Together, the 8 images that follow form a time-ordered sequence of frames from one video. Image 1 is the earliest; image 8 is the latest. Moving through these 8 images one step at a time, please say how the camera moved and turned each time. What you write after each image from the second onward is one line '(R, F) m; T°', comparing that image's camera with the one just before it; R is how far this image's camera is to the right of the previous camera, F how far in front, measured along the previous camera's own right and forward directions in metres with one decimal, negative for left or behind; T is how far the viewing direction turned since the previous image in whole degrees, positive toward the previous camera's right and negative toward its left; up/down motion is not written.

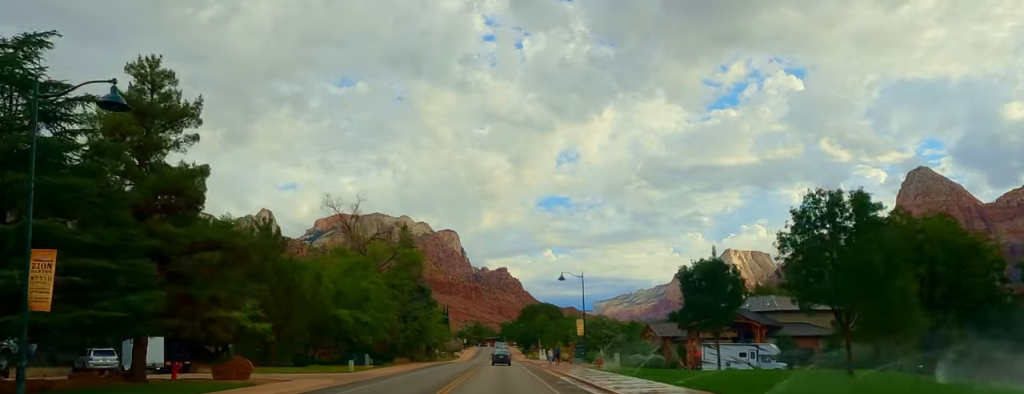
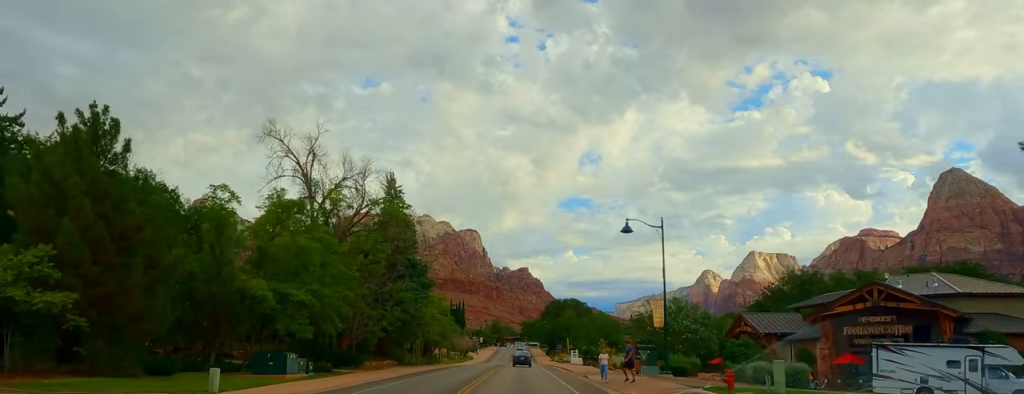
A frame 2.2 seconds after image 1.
(-0.5, +28.2) m; +1°
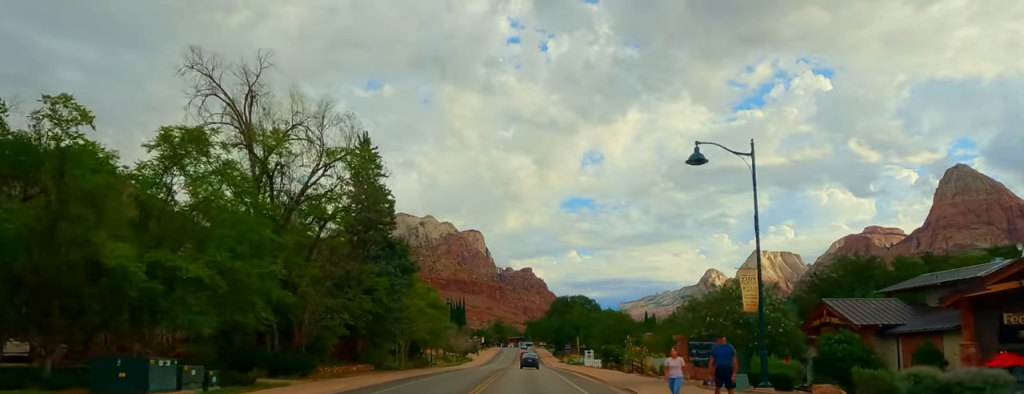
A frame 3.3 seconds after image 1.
(+0.4, +15.1) m; 0°
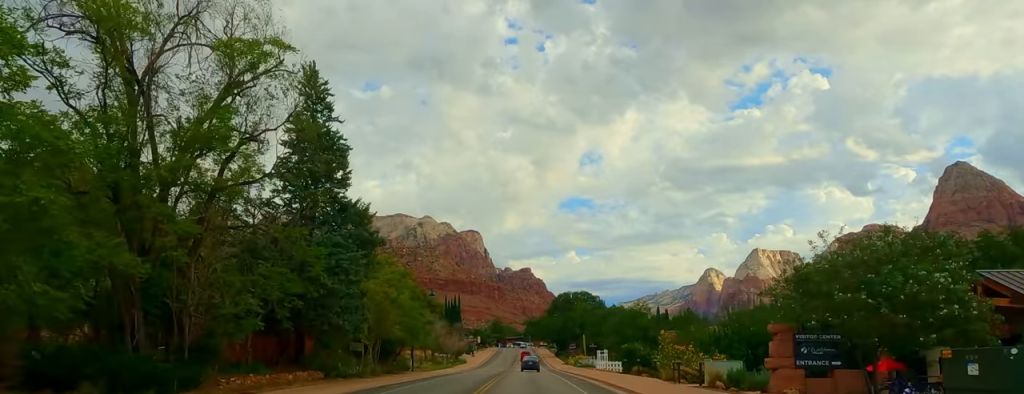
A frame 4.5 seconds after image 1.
(+0.6, +15.2) m; 0°
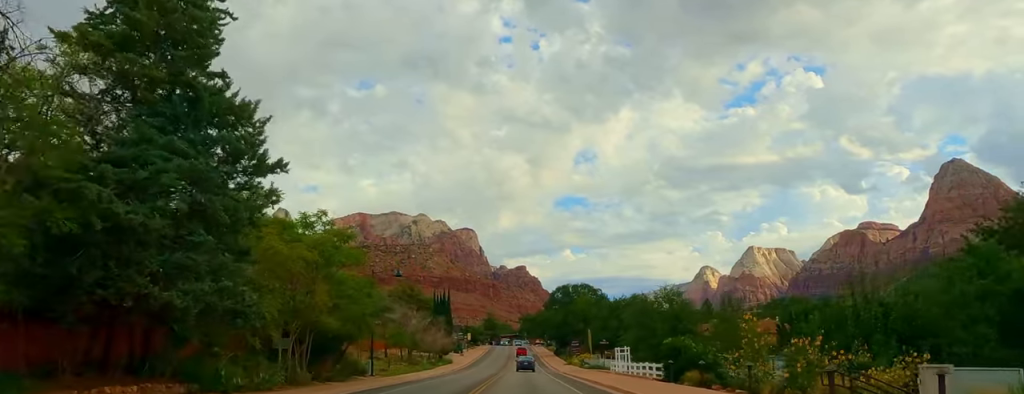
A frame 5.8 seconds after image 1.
(-0.7, +18.4) m; 0°
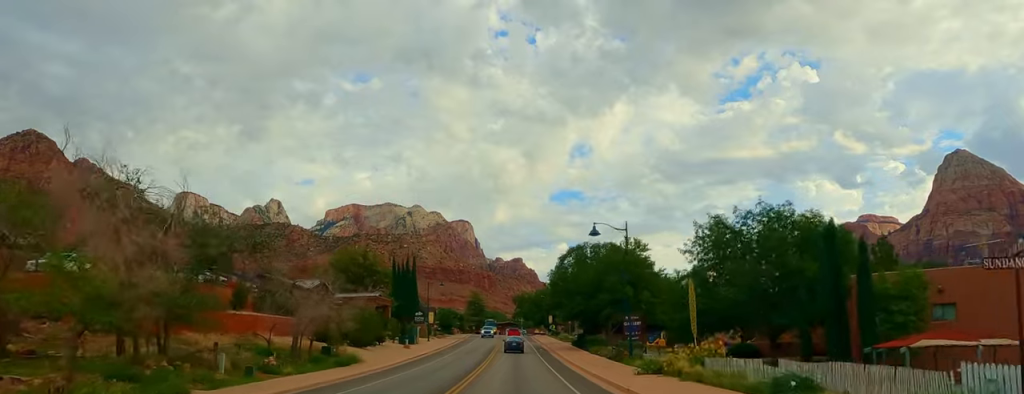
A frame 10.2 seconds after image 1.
(+0.6, +63.5) m; 0°
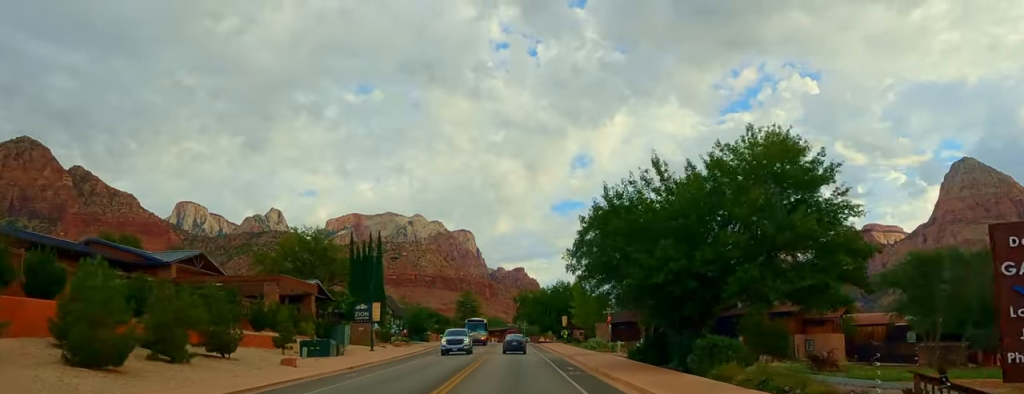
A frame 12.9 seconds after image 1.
(-0.1, +39.8) m; 0°
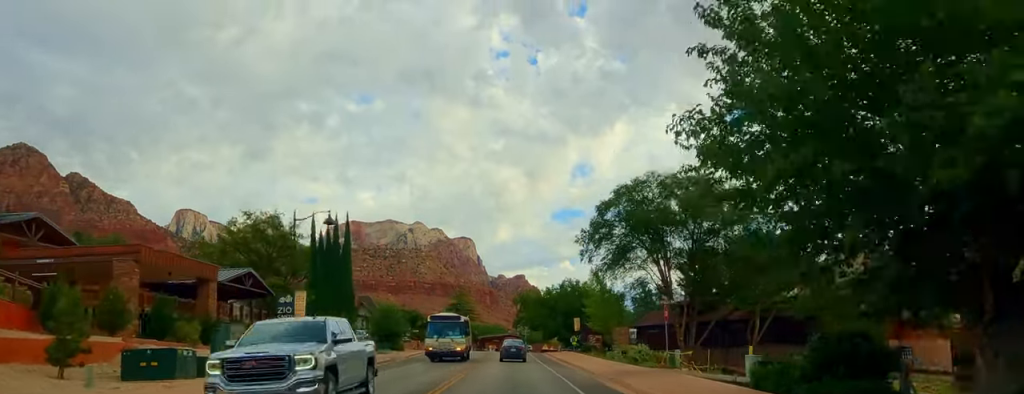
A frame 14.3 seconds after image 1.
(-0.1, +21.1) m; +1°
